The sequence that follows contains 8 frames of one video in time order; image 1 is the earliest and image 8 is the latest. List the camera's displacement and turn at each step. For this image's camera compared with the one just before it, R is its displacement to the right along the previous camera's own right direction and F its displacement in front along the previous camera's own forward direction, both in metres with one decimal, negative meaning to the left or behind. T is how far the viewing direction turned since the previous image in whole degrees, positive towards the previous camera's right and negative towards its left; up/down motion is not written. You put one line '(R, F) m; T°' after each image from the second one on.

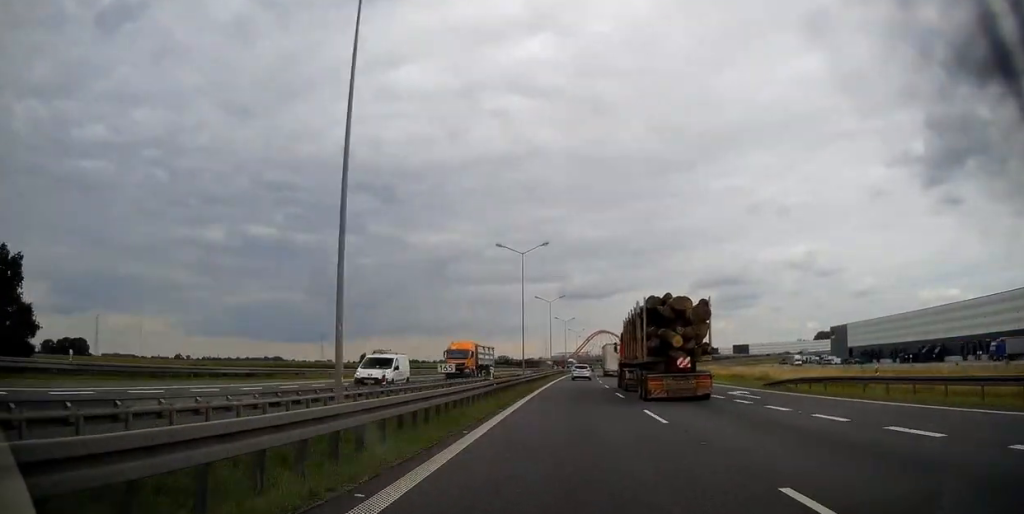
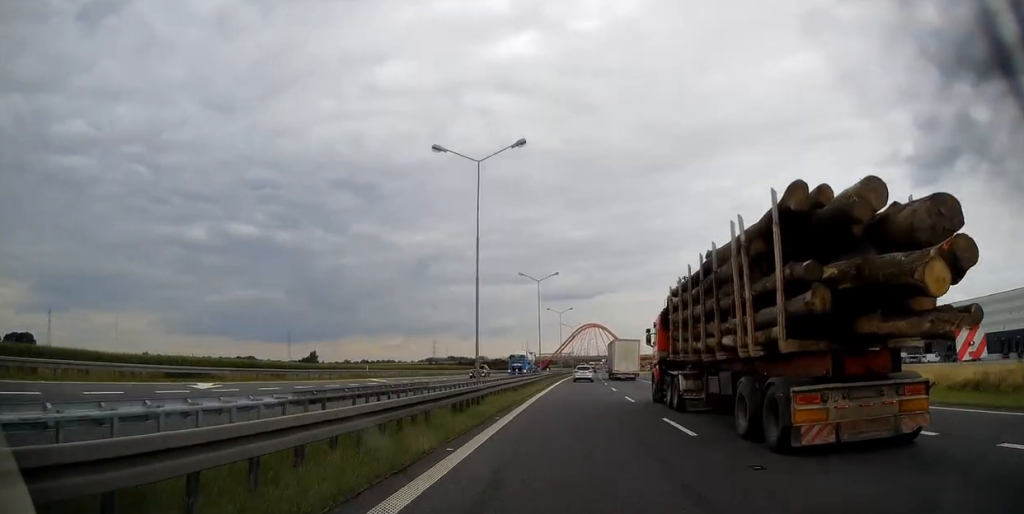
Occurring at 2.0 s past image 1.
(+0.7, +62.4) m; +1°
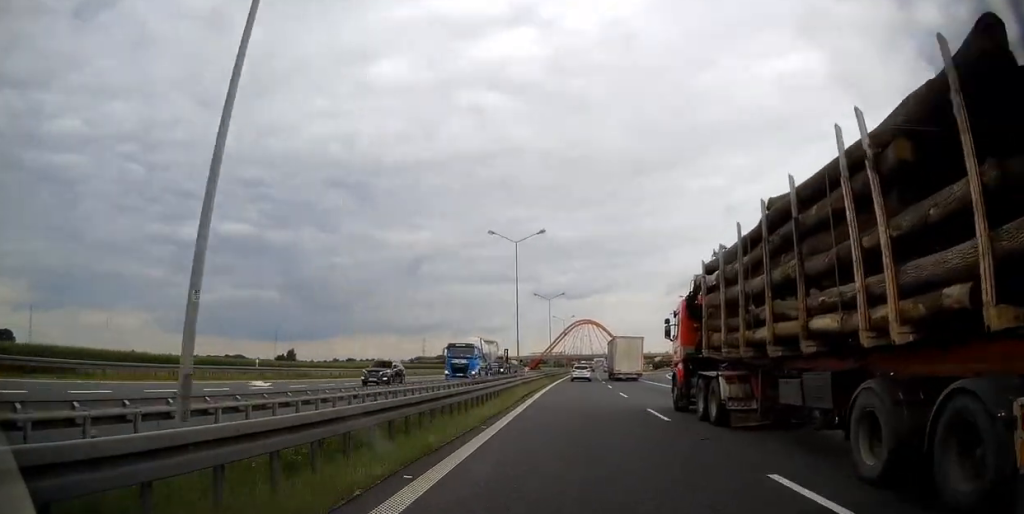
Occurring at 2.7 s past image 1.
(+0.1, +20.5) m; +1°
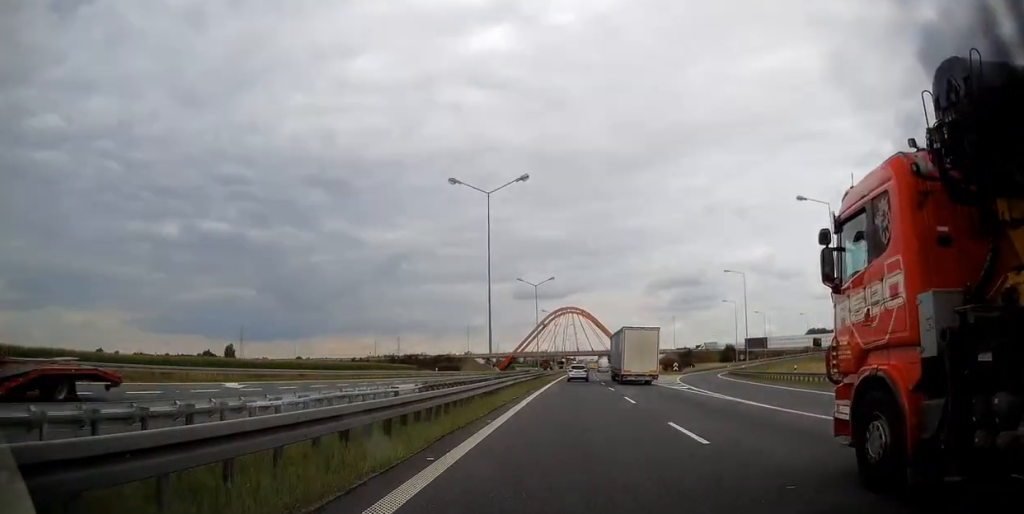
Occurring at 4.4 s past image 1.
(+0.9, +52.5) m; +2°
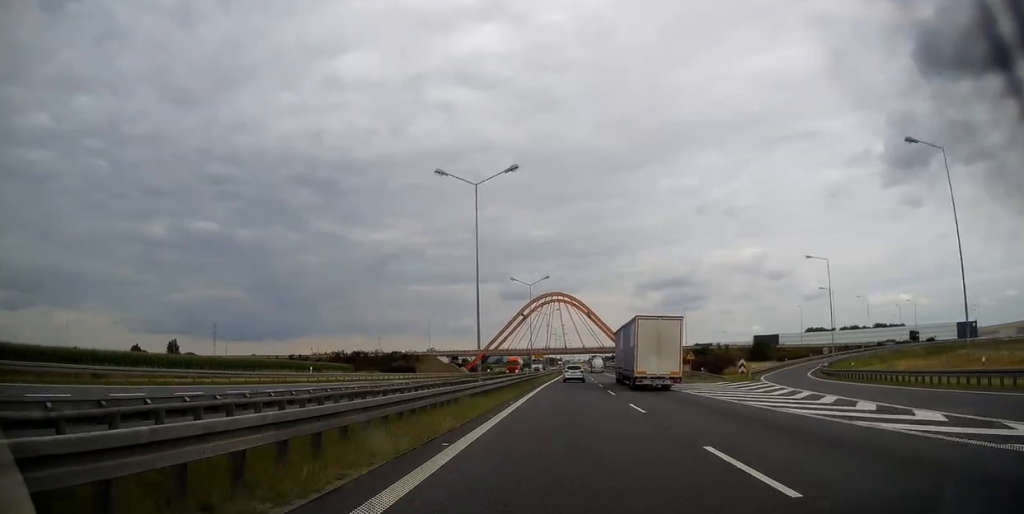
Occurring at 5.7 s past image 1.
(+0.4, +40.5) m; +1°
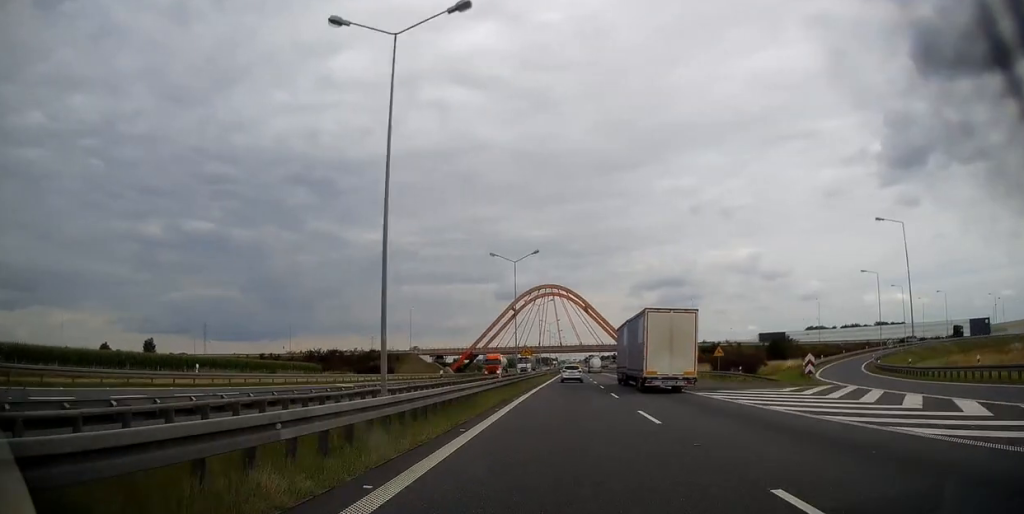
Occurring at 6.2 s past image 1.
(0.0, +15.6) m; 0°
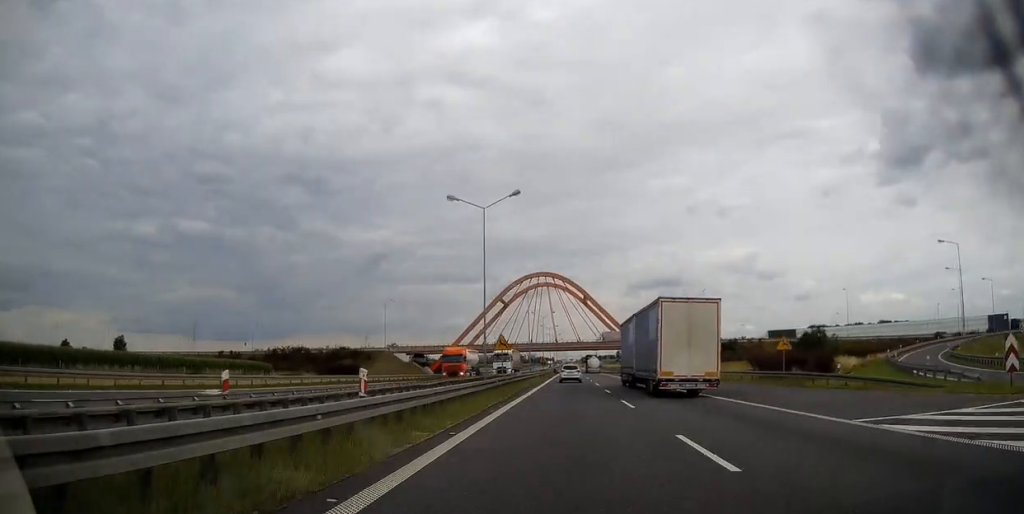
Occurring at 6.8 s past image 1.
(+0.2, +18.8) m; 0°
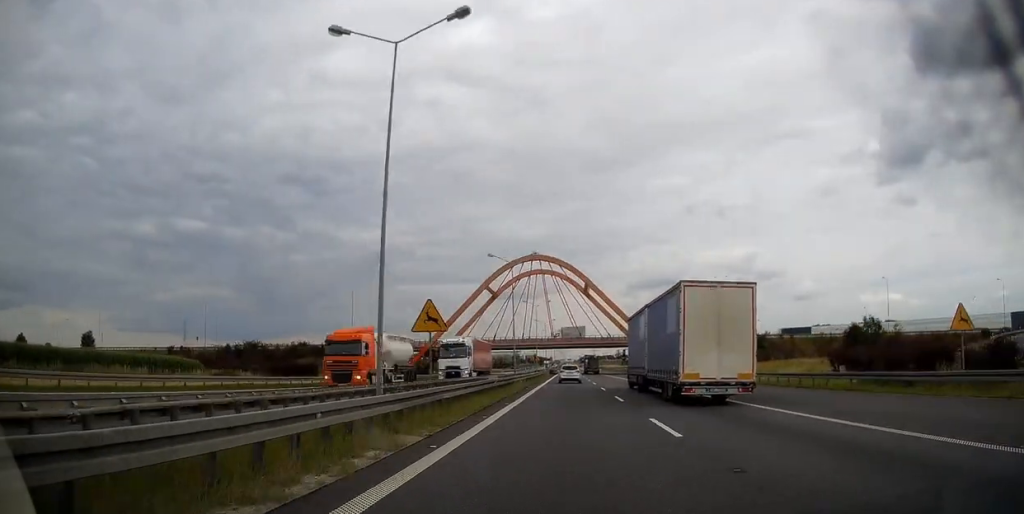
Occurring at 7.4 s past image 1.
(+0.1, +18.9) m; 0°
